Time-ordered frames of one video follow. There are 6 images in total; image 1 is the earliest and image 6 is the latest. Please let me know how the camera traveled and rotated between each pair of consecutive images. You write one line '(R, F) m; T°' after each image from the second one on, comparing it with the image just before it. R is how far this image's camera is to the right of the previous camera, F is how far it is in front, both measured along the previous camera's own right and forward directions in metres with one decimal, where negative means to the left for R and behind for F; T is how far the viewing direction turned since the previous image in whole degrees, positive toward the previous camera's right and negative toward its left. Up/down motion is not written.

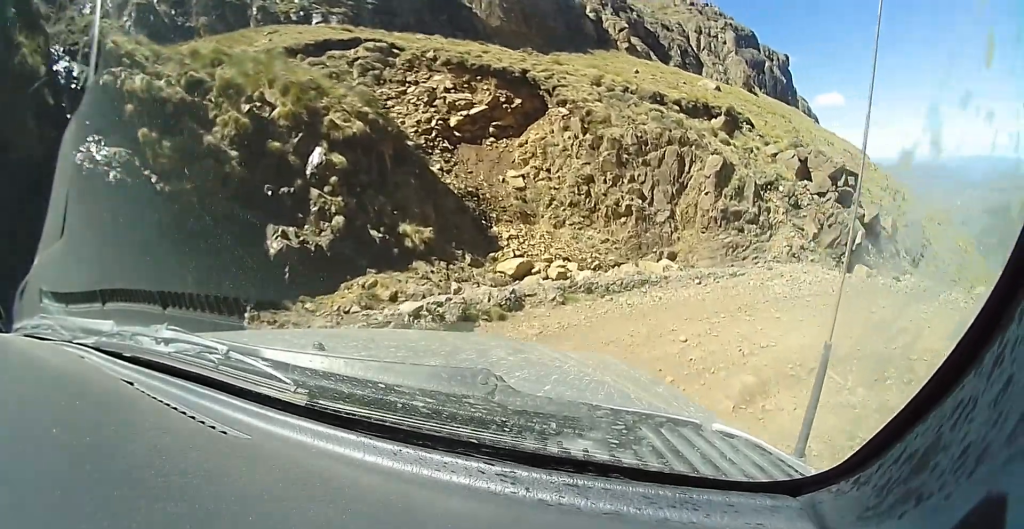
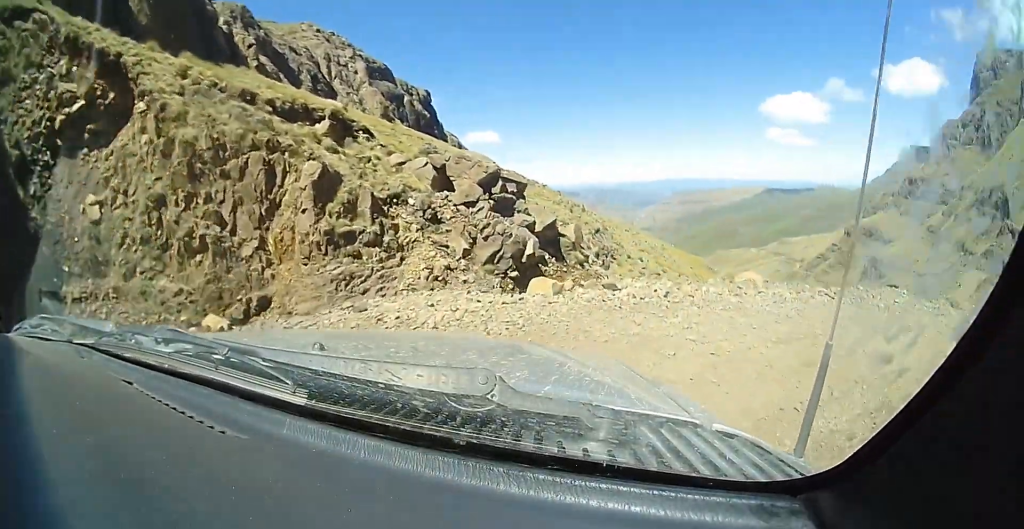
(+1.4, +4.0) m; +41°
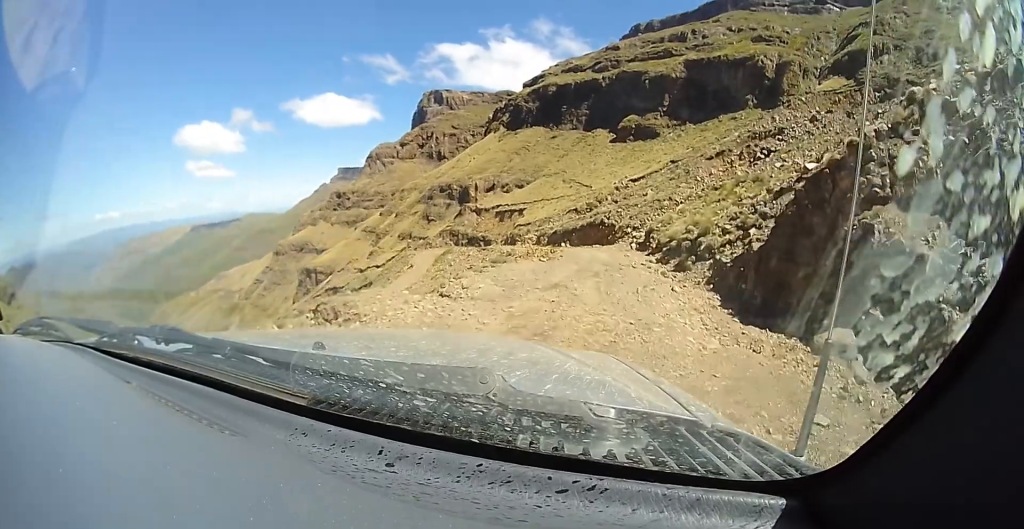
(+10.8, +12.6) m; +55°
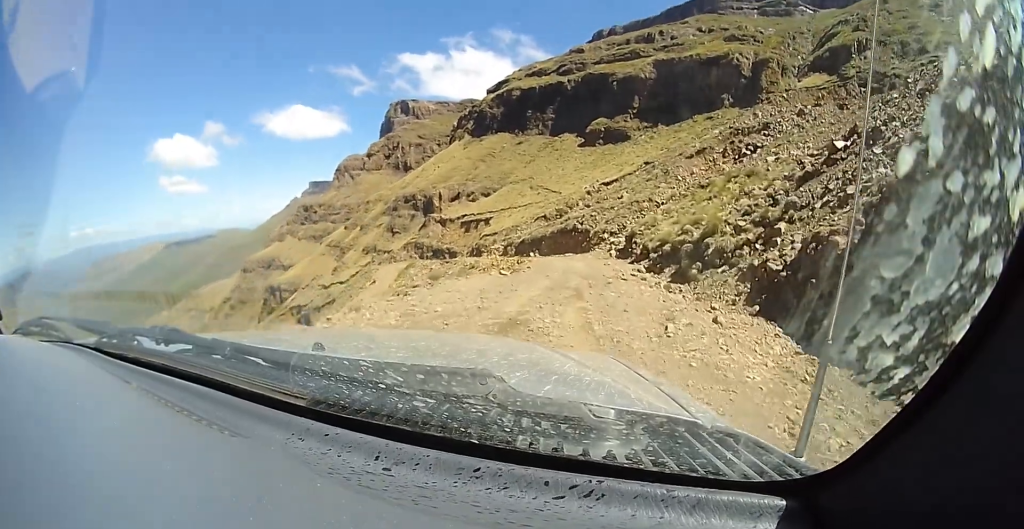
(+0.1, +7.1) m; +2°
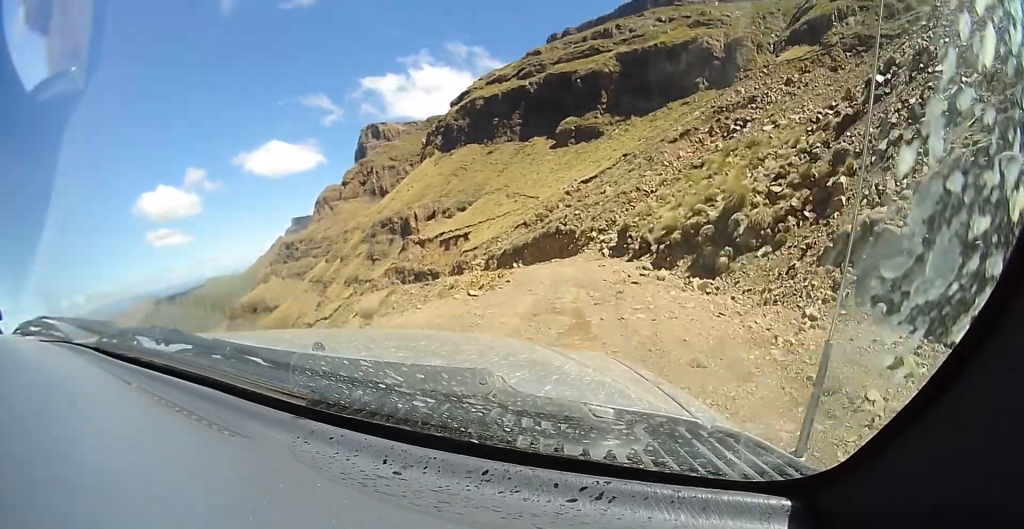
(+0.1, +5.9) m; +1°
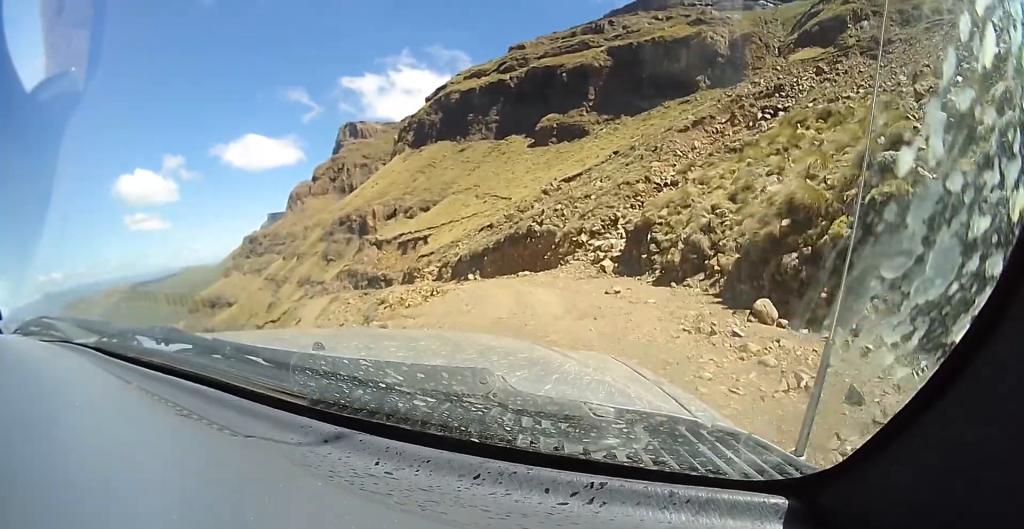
(+0.3, +12.0) m; +3°
